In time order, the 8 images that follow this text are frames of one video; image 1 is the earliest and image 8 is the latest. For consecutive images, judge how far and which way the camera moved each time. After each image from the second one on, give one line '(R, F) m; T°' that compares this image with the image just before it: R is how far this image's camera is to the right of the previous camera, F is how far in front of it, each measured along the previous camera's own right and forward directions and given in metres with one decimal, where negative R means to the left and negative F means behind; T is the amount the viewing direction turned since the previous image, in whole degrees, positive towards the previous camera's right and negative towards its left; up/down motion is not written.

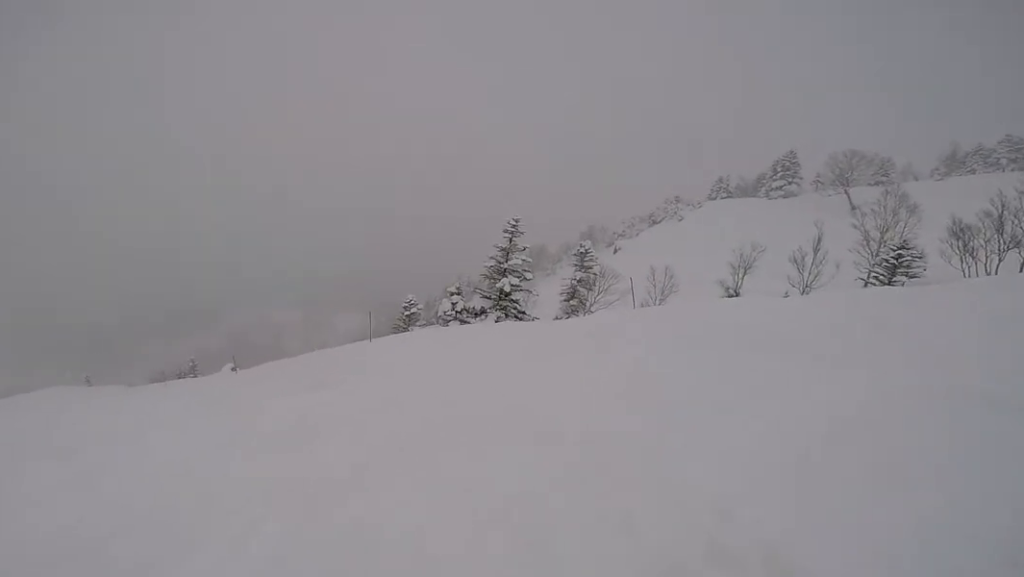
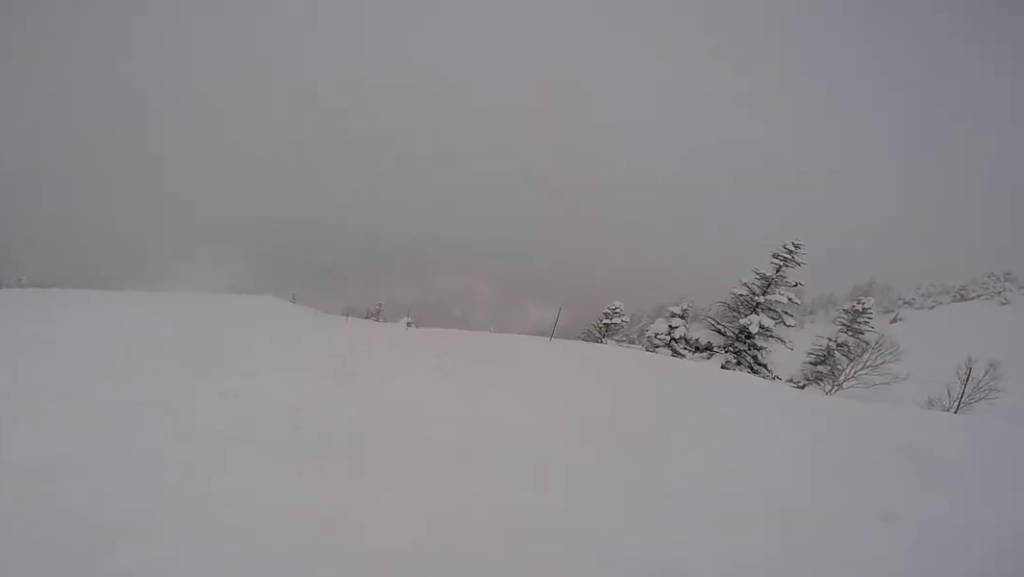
(-0.4, +2.1) m; -18°
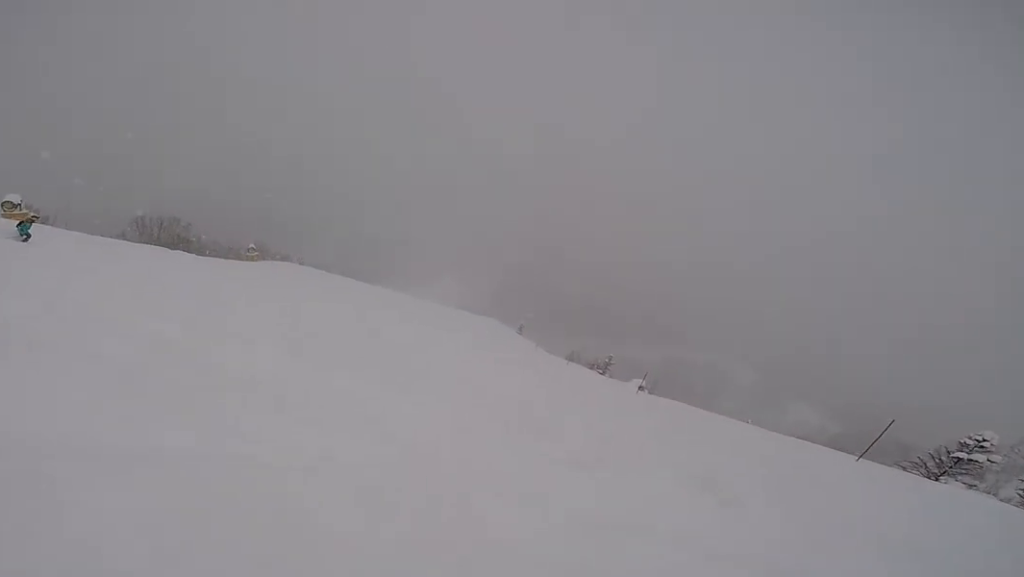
(+0.2, +2.3) m; -15°
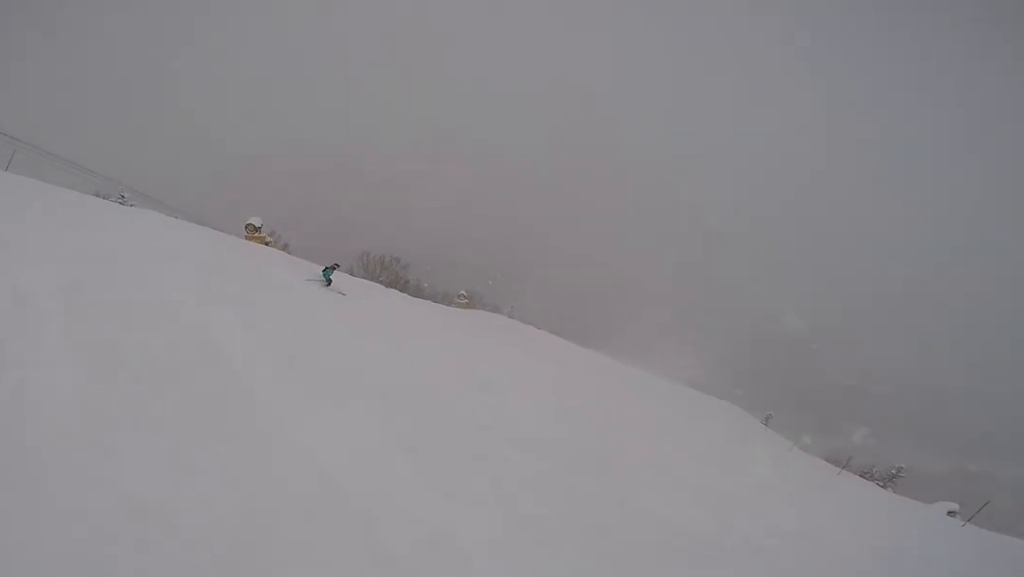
(-0.7, +2.4) m; -18°
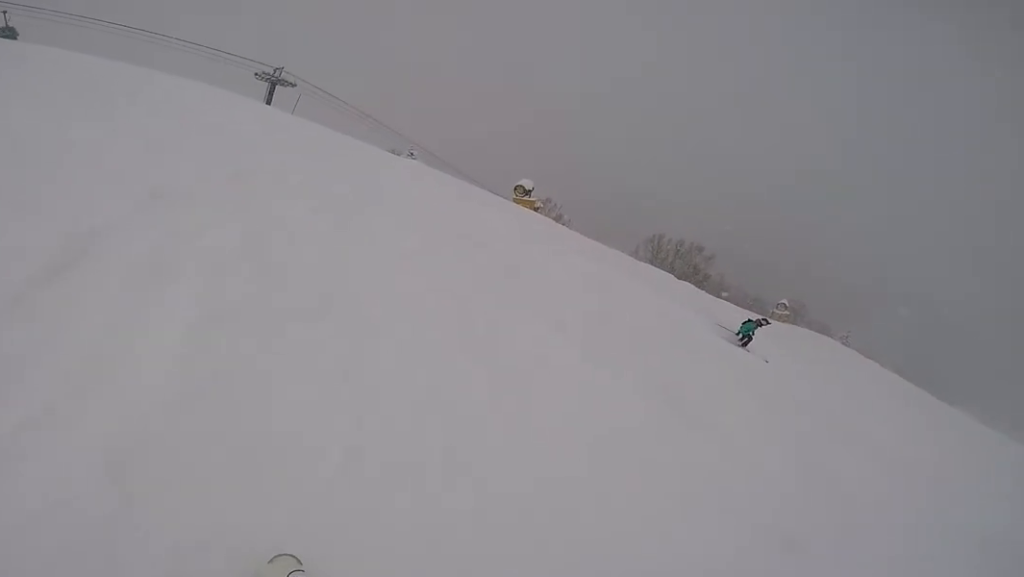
(-0.8, +3.2) m; -19°
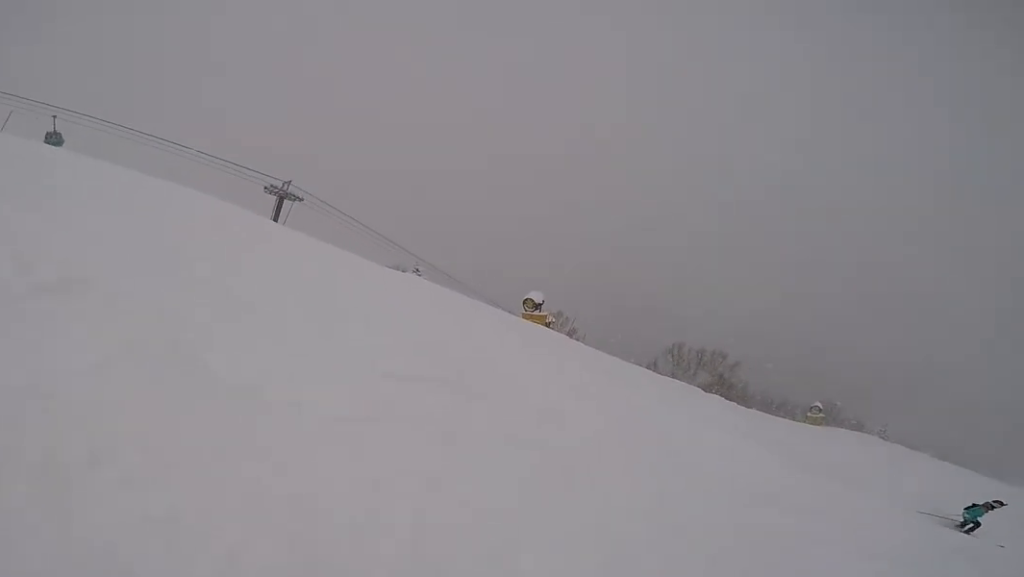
(0.0, +2.4) m; -10°
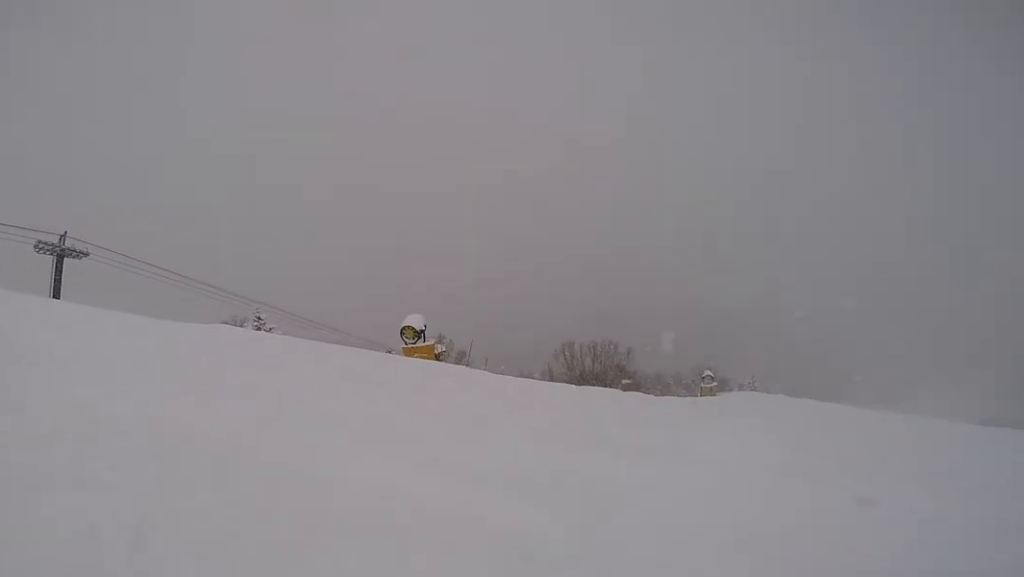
(+0.7, +9.9) m; +32°
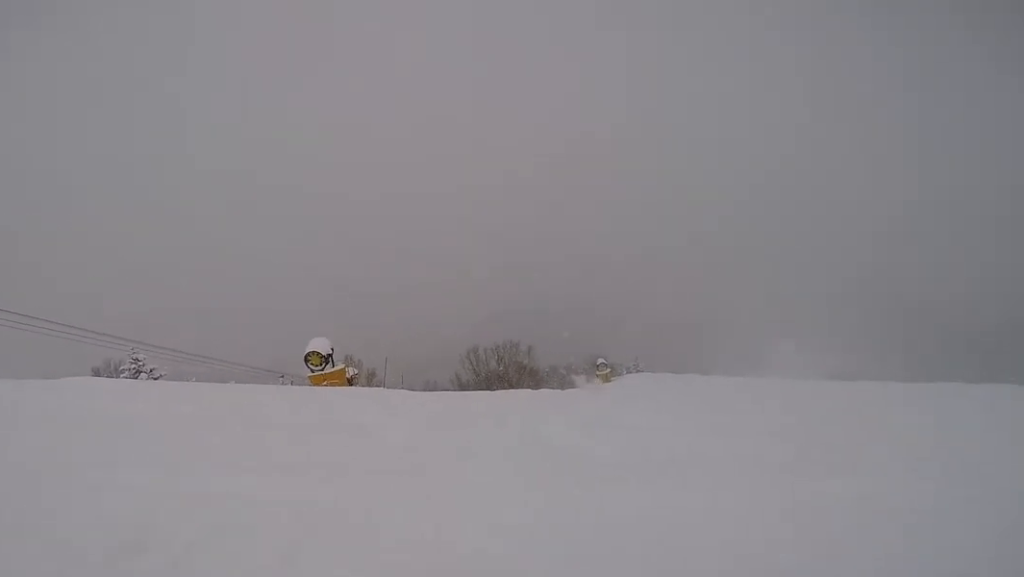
(-0.2, +1.9) m; +15°
